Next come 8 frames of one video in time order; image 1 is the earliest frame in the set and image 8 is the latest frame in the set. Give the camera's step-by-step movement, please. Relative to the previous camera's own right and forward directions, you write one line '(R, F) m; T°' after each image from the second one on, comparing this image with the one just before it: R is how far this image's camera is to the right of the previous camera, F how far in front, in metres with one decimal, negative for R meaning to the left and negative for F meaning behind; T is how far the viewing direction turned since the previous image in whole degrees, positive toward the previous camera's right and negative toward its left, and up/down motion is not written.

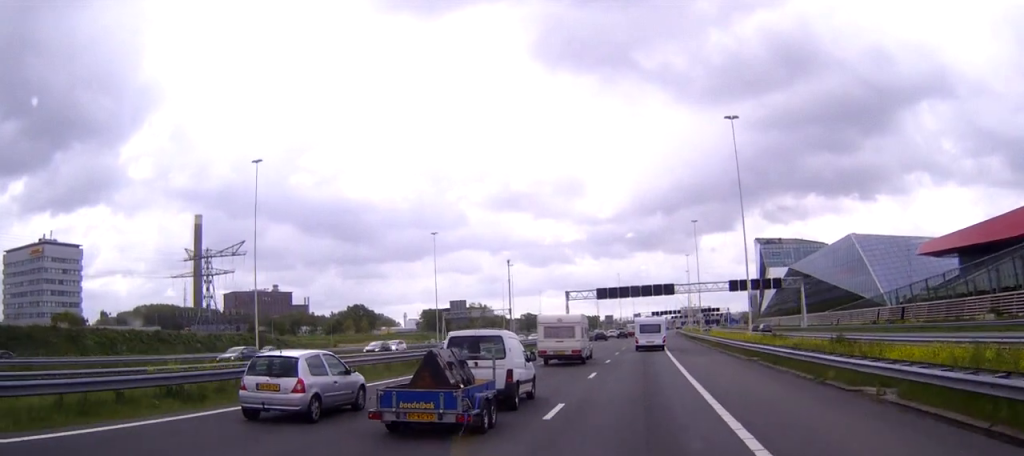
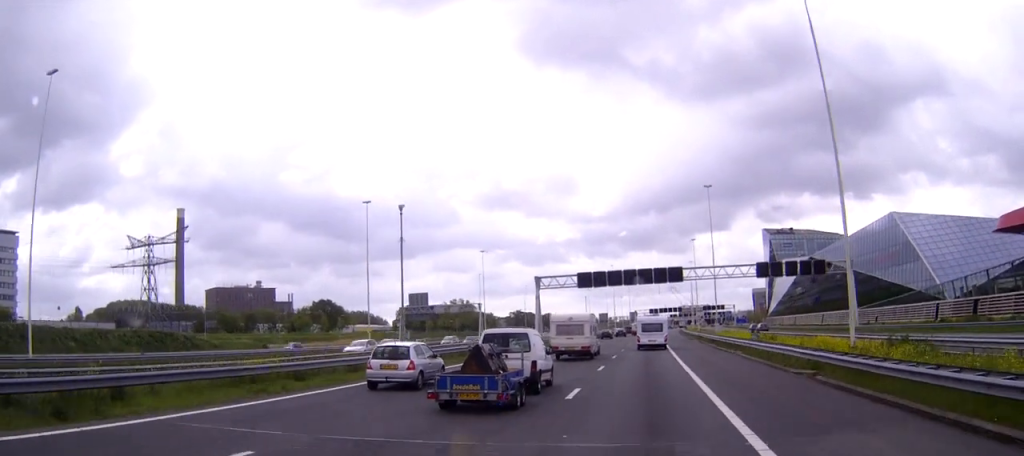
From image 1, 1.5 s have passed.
(+0.1, +32.2) m; 0°
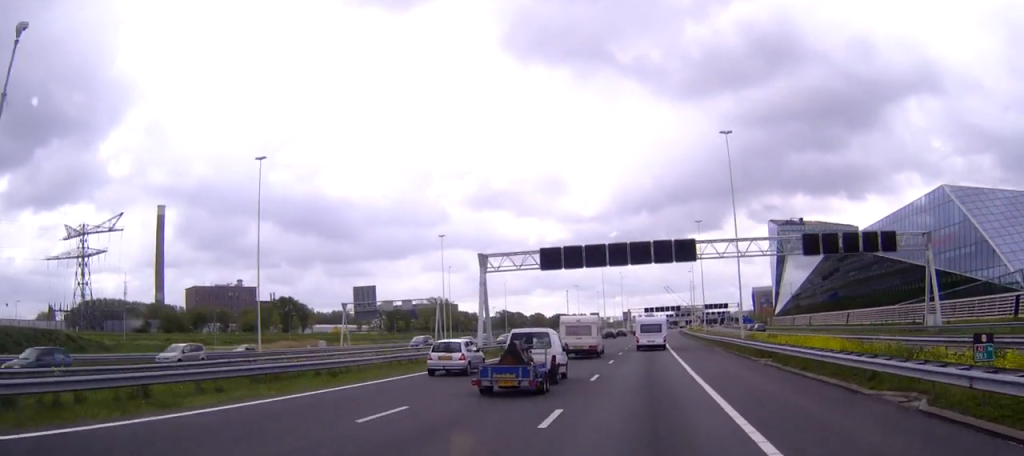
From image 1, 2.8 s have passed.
(+0.1, +29.1) m; +1°
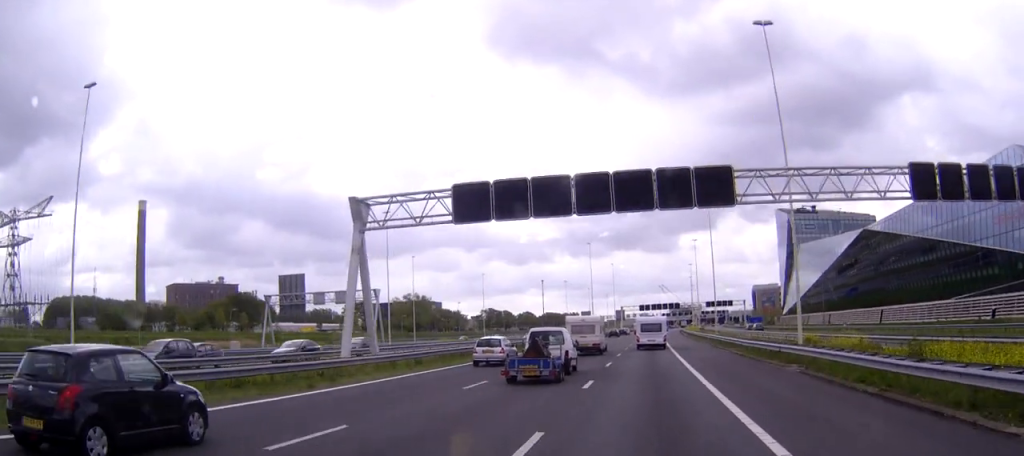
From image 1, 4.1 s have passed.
(+0.1, +27.8) m; 0°
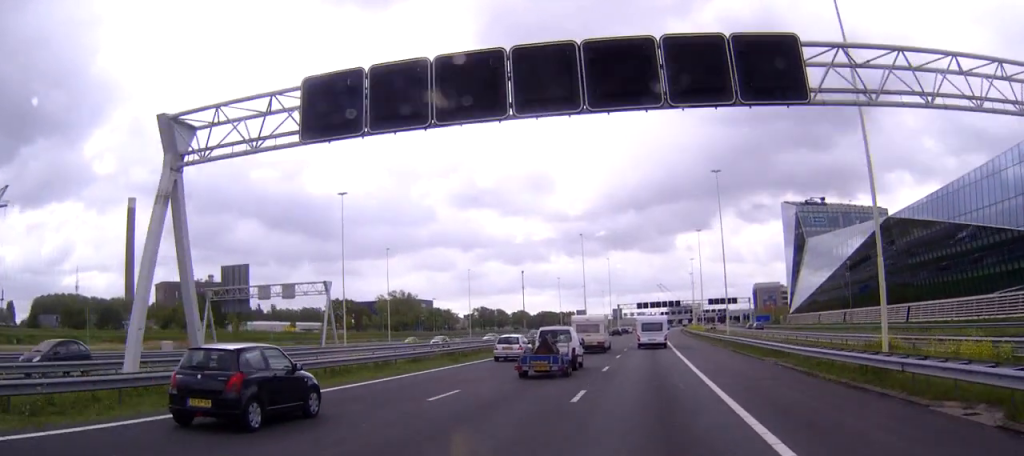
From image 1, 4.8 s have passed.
(0.0, +16.1) m; 0°
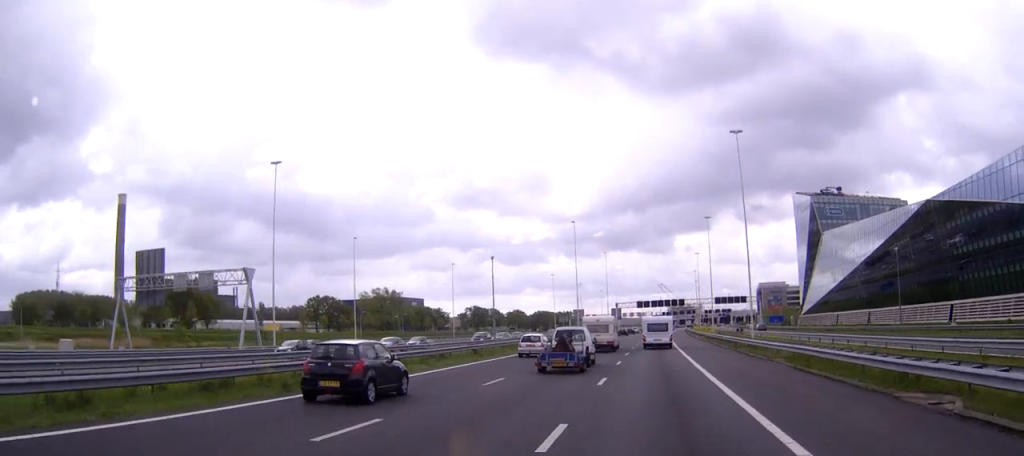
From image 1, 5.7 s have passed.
(-0.1, +18.9) m; 0°
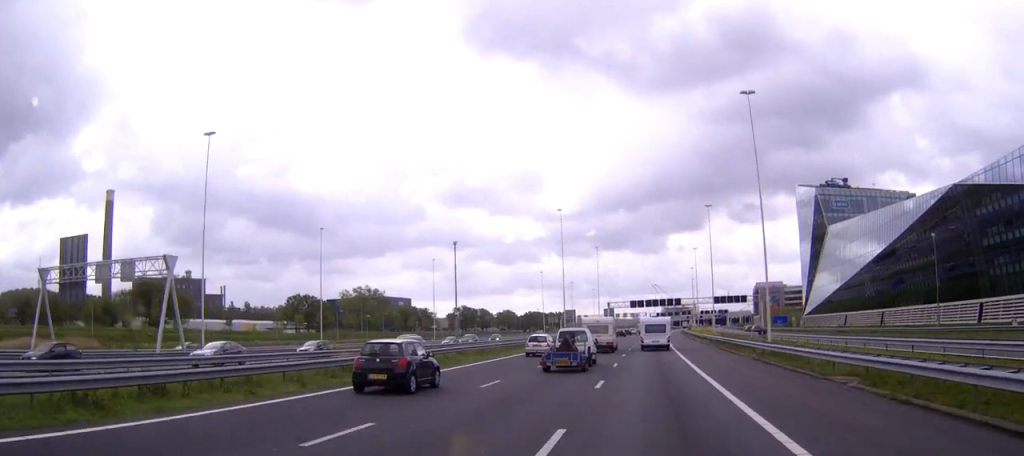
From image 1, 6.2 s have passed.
(+0.1, +12.4) m; 0°
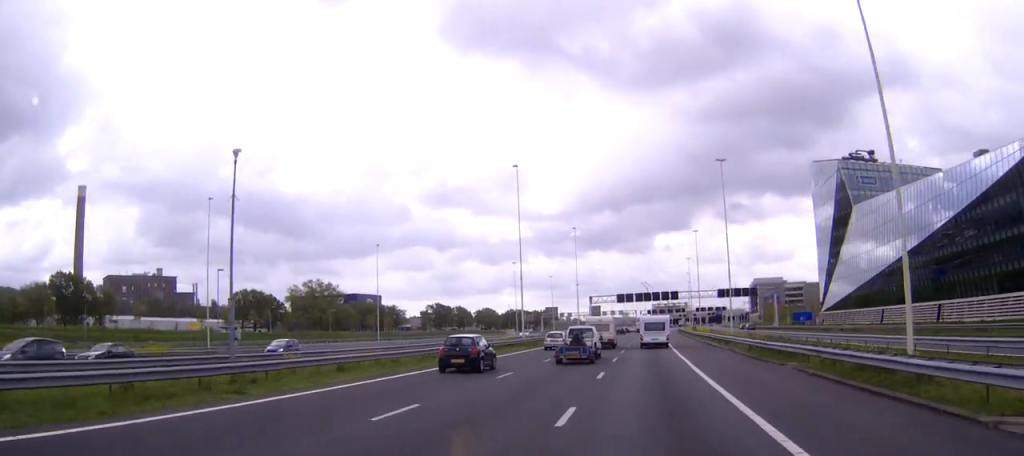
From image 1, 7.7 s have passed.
(+0.2, +32.8) m; +1°
